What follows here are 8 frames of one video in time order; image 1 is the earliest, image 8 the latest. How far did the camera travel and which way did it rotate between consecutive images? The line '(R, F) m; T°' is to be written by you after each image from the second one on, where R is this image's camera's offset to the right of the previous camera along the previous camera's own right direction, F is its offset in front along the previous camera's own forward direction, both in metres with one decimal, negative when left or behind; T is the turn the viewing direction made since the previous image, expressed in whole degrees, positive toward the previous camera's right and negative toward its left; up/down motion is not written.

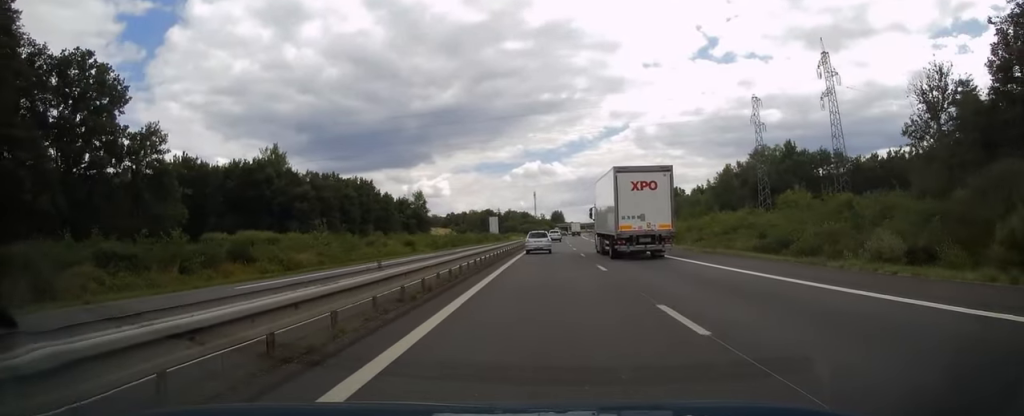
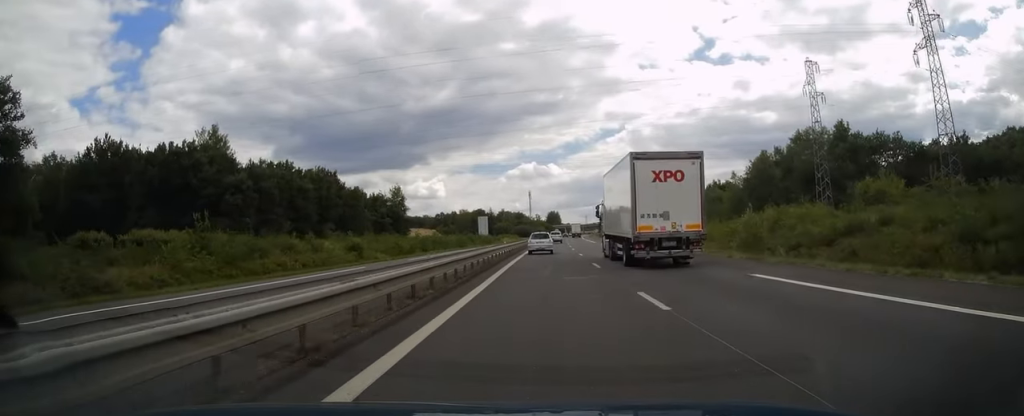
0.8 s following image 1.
(+0.1, +22.7) m; +1°
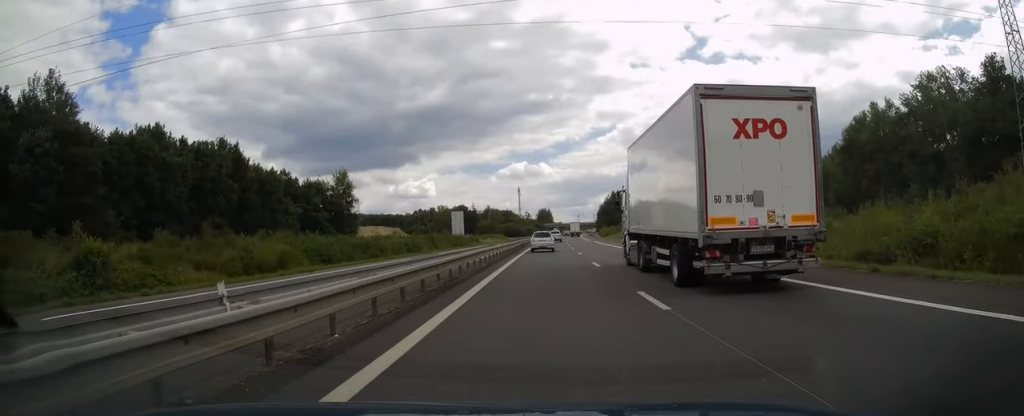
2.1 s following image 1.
(+0.2, +38.1) m; +1°
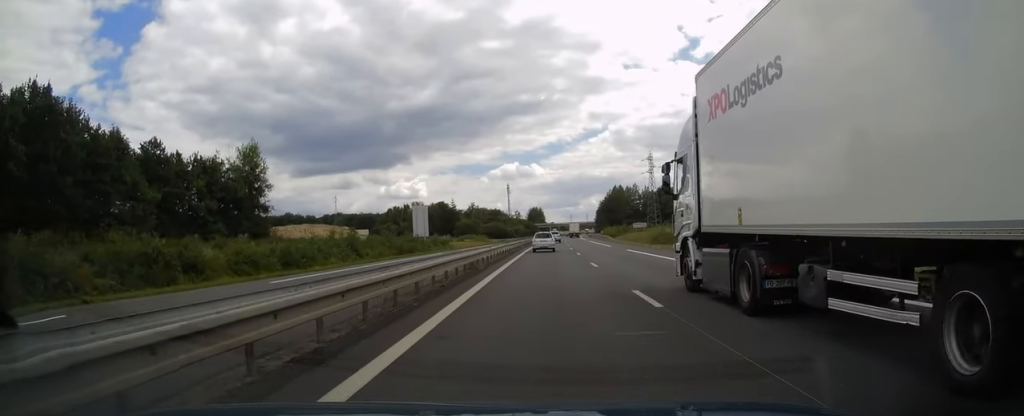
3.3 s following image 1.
(+0.2, +37.7) m; +1°
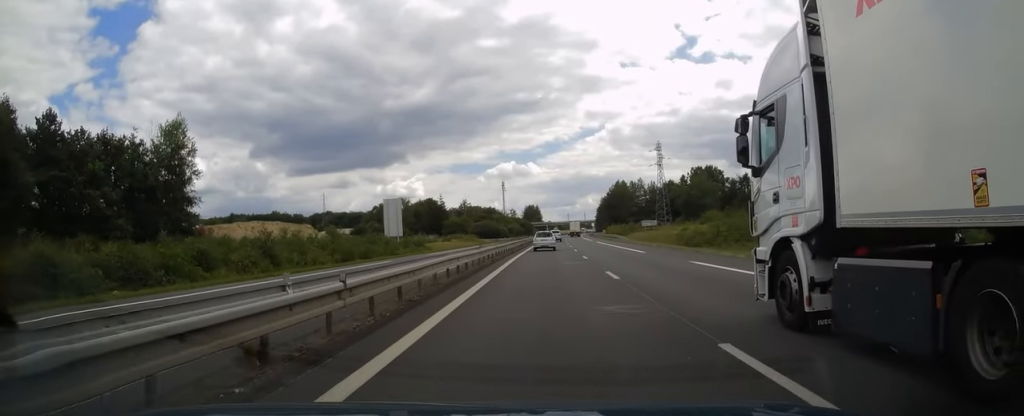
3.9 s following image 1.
(+0.1, +19.3) m; 0°
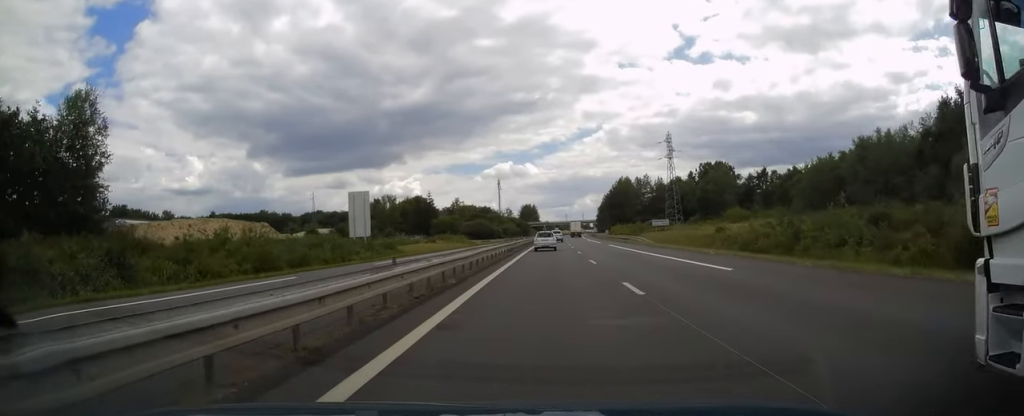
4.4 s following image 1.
(0.0, +16.7) m; 0°
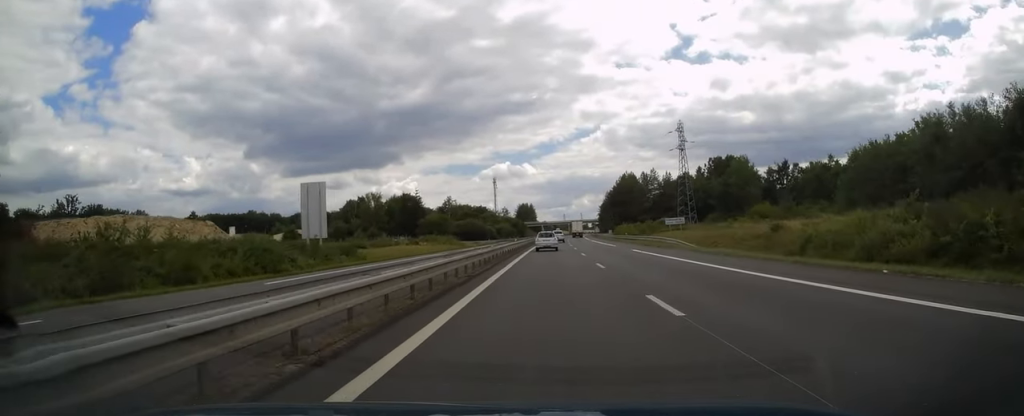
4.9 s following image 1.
(+0.1, +16.0) m; 0°
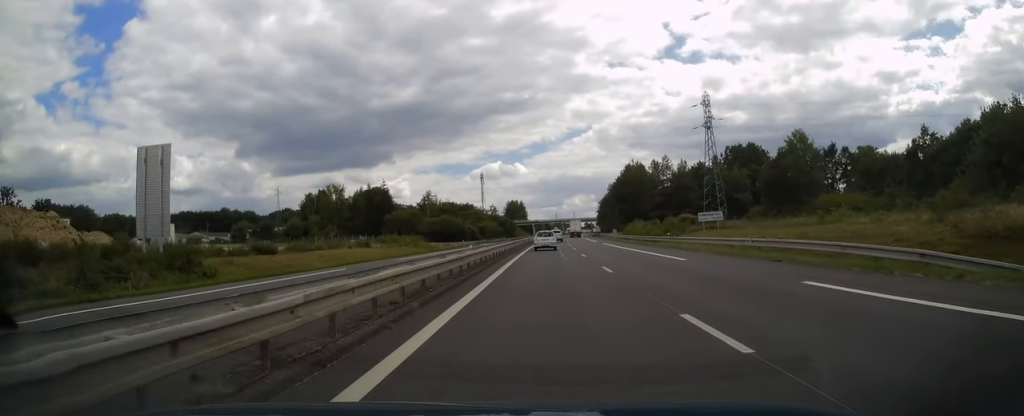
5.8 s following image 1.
(+0.1, +28.5) m; 0°
